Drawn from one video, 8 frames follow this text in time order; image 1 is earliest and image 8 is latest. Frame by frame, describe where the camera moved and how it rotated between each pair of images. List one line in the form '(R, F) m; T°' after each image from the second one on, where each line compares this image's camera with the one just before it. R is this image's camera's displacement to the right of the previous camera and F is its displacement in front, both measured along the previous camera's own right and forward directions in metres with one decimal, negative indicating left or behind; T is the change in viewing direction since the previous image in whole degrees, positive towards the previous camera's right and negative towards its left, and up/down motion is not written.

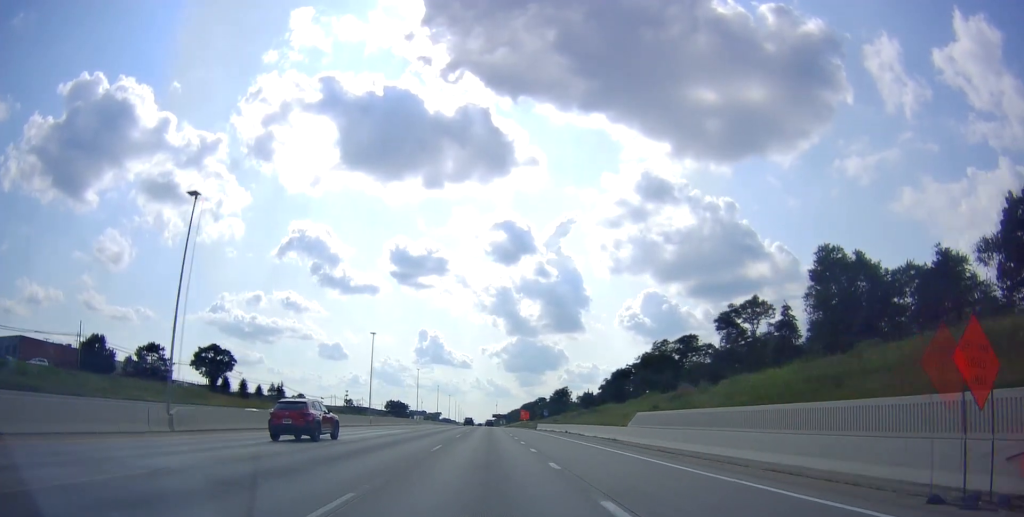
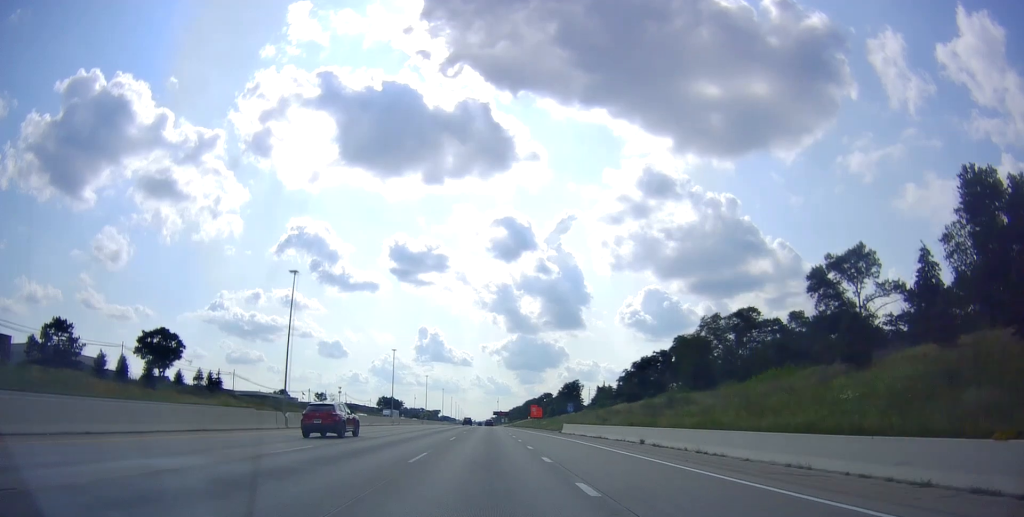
(-0.3, +36.0) m; 0°
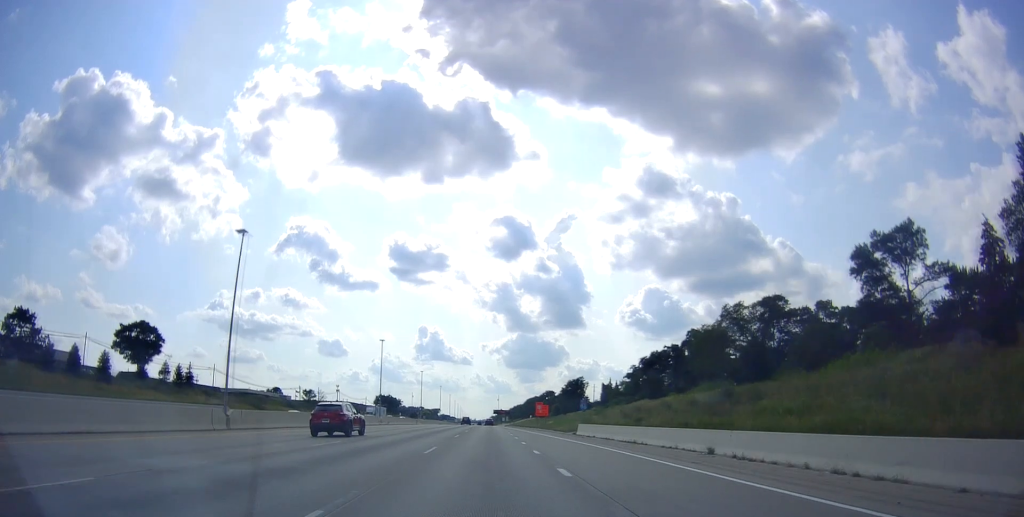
(+0.1, +11.7) m; 0°
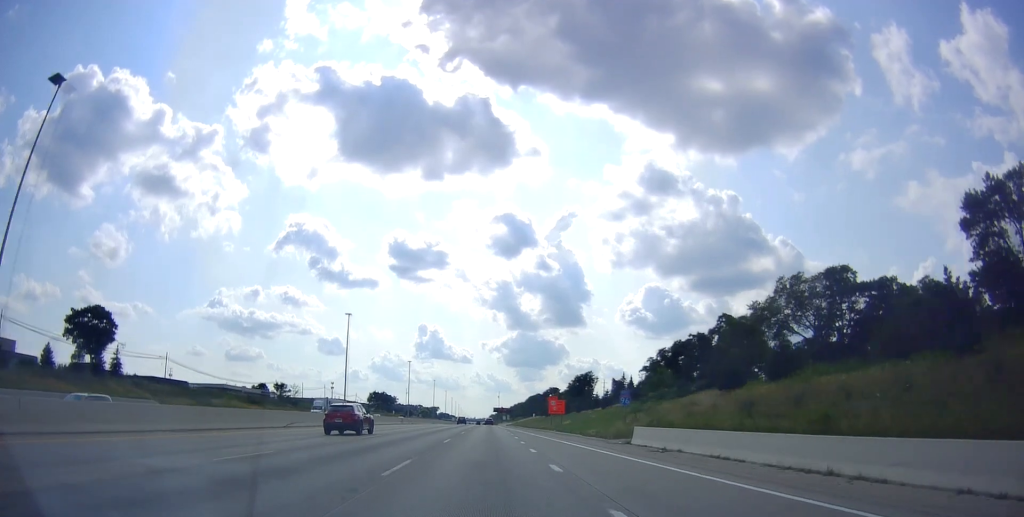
(+0.3, +22.6) m; +1°
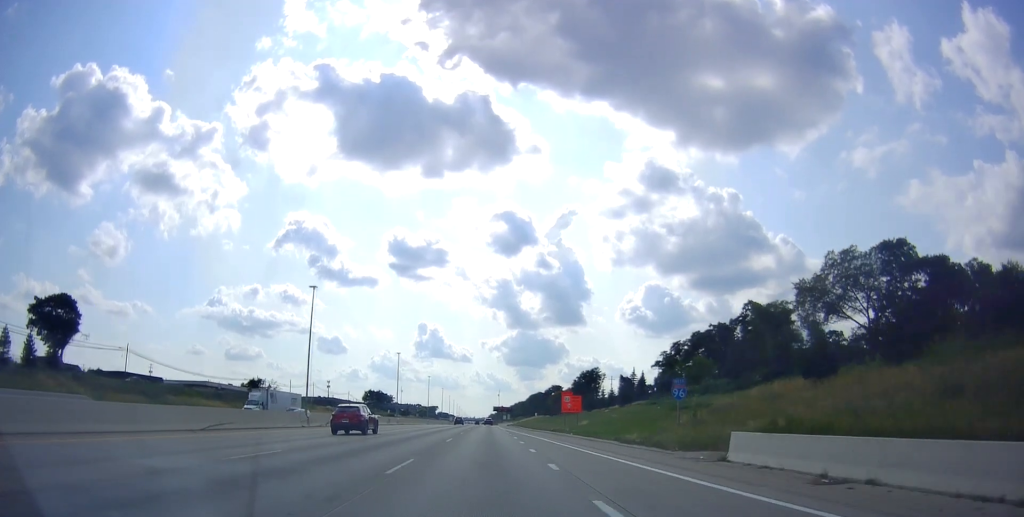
(0.0, +14.8) m; -1°
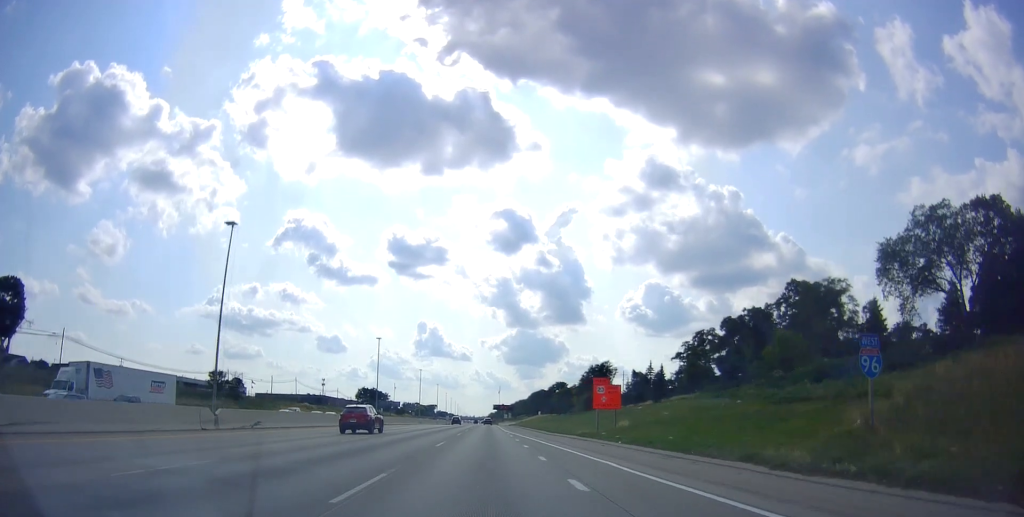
(0.0, +19.7) m; -1°
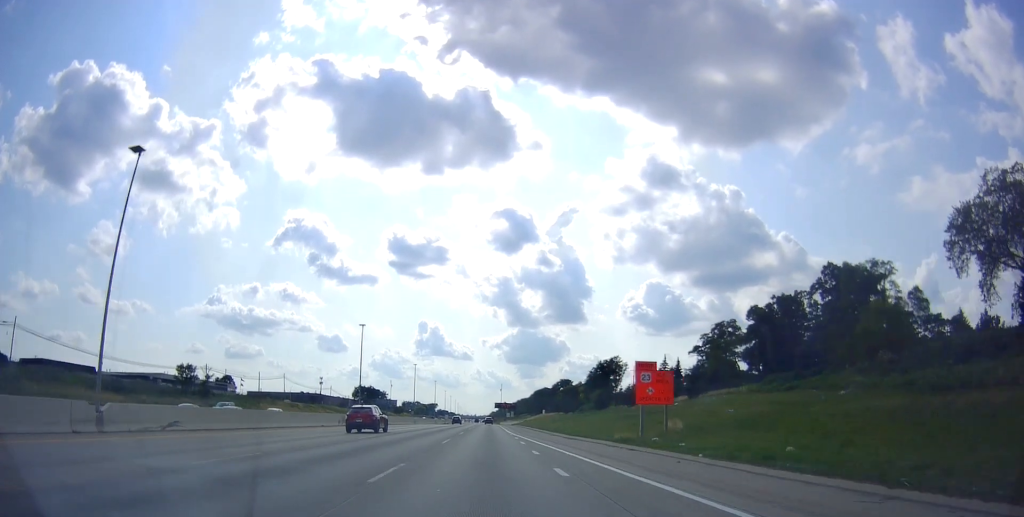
(-0.2, +12.8) m; 0°
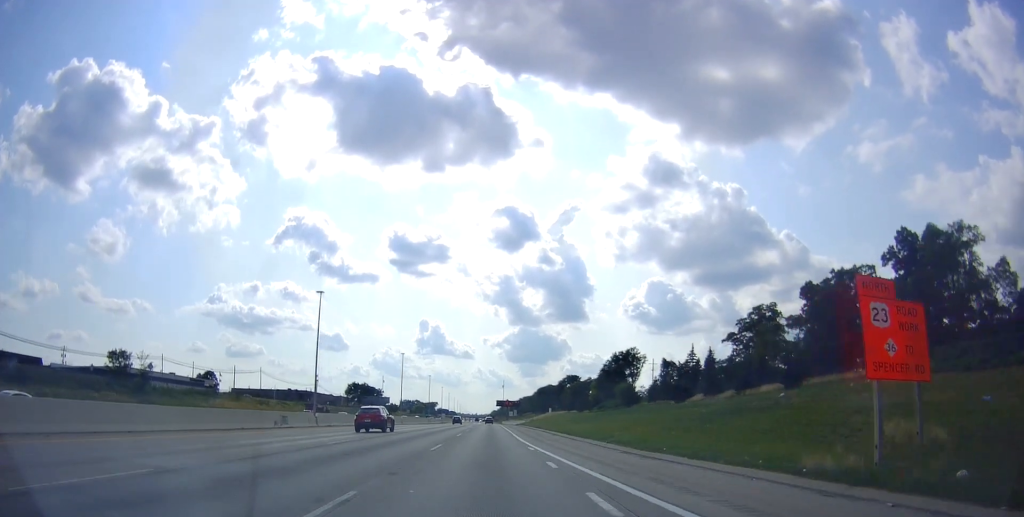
(0.0, +20.6) m; 0°
